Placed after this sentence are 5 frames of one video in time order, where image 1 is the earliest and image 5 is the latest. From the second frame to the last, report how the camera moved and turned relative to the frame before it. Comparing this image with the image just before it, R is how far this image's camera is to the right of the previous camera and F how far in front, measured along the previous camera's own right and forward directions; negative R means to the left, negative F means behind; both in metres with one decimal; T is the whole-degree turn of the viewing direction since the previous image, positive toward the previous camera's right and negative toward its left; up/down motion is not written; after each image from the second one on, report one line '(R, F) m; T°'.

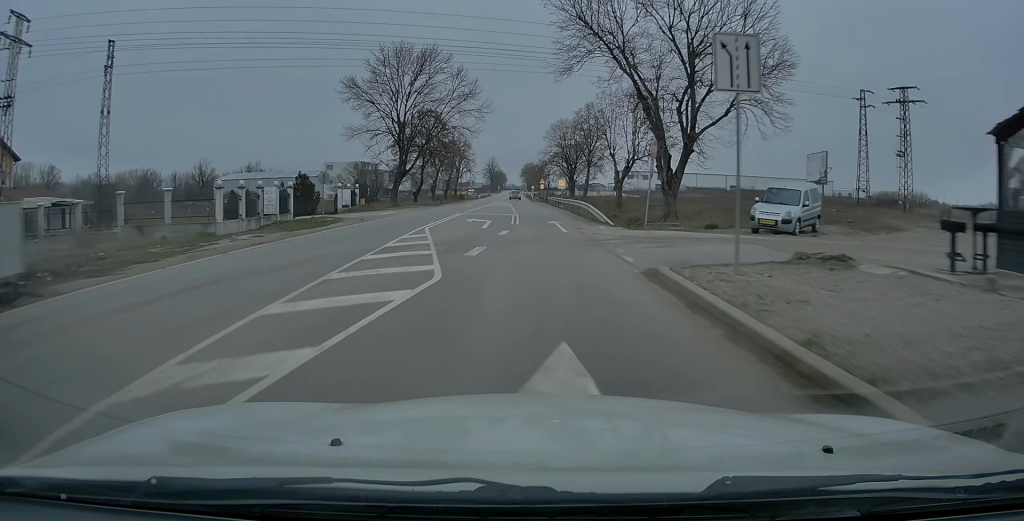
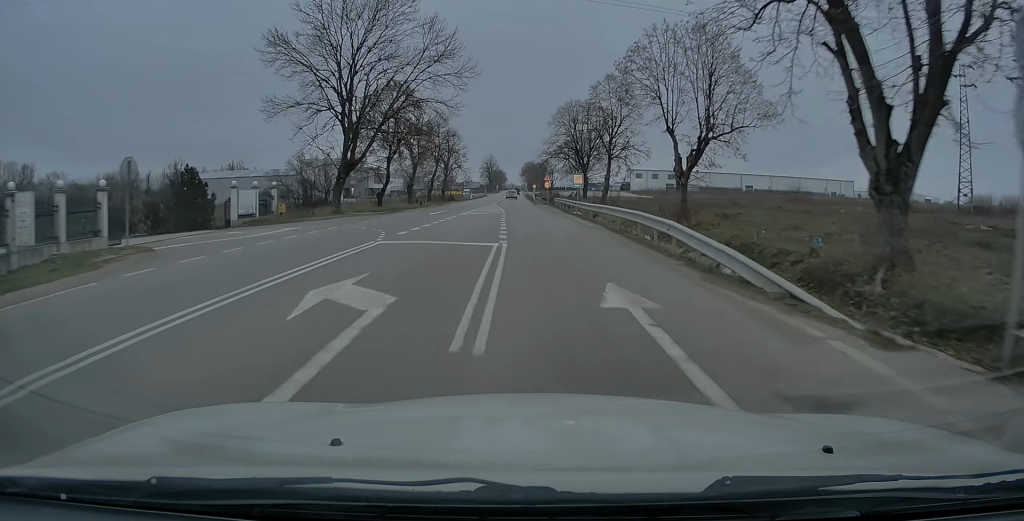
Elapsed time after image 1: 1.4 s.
(-0.2, +18.7) m; -1°
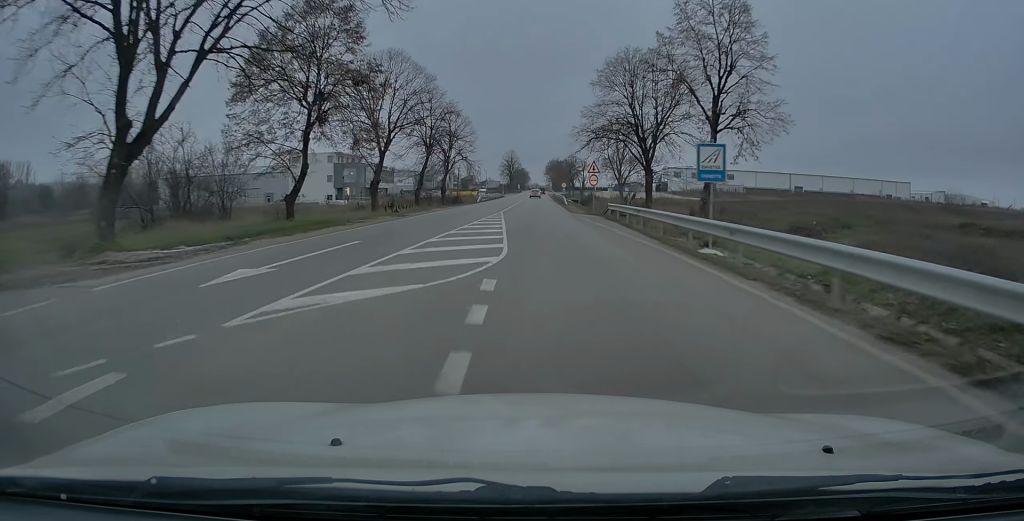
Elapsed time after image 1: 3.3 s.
(0.0, +26.7) m; -1°
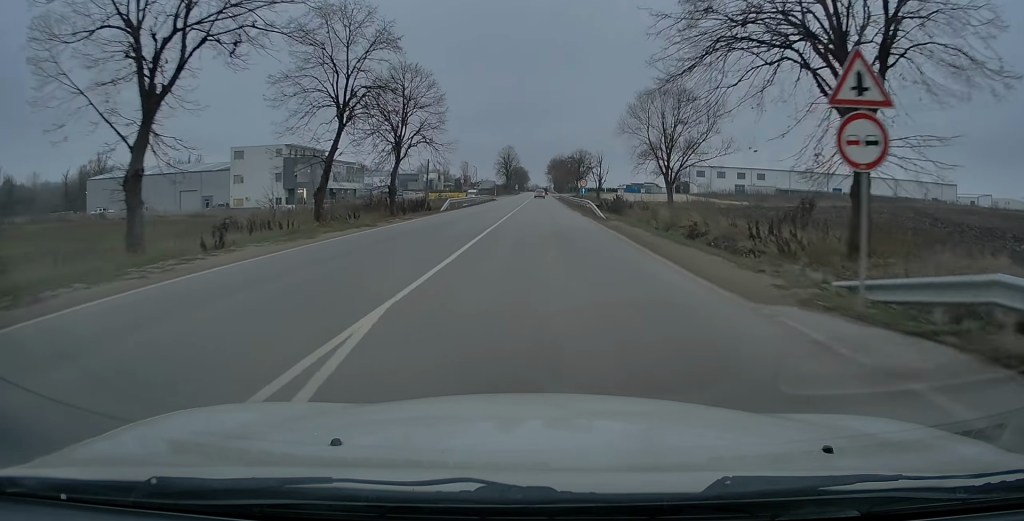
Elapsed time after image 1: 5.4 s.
(-0.4, +30.7) m; 0°
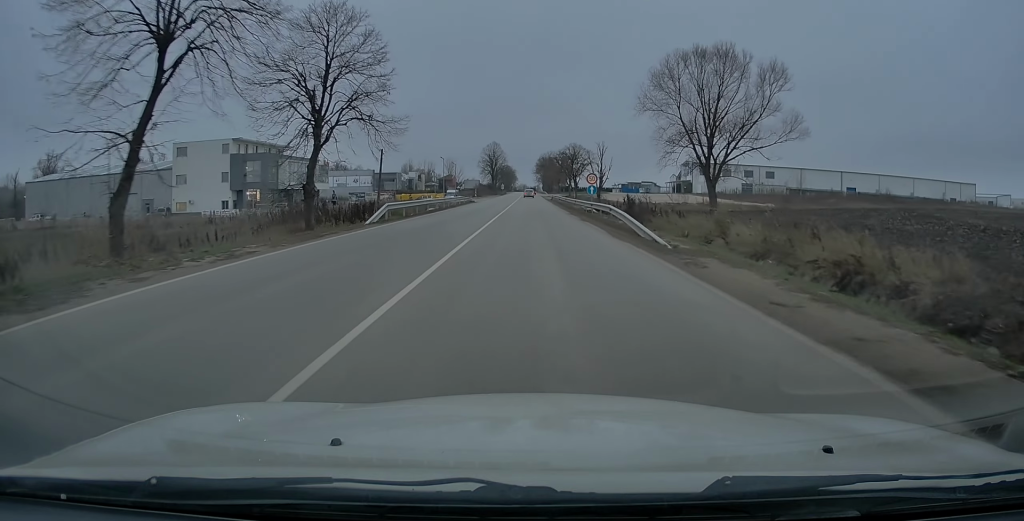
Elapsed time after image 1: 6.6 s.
(+0.2, +17.0) m; 0°
